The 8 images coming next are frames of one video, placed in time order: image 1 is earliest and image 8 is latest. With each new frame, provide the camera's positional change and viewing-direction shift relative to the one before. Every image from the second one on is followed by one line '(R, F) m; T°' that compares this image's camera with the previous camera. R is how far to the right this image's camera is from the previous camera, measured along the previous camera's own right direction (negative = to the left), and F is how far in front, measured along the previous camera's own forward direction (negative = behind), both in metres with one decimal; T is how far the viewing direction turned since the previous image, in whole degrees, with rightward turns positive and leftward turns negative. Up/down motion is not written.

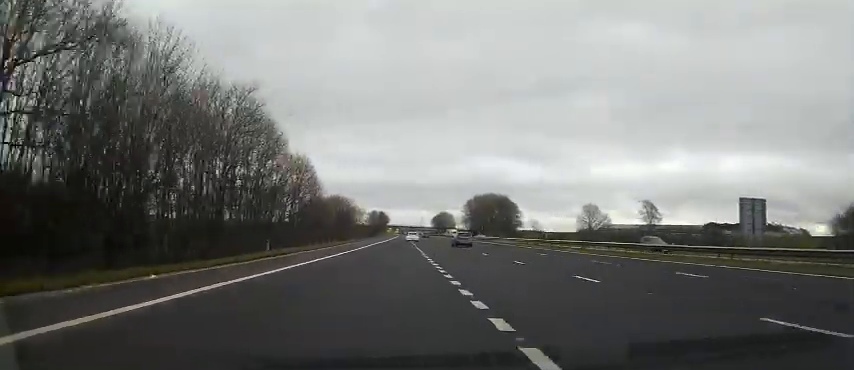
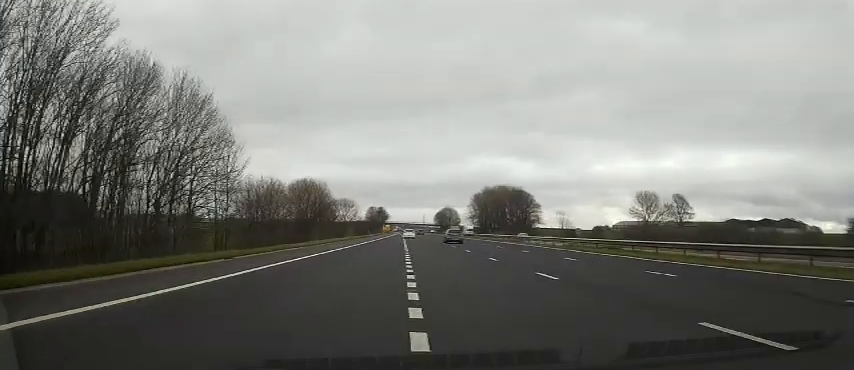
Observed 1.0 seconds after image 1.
(+0.3, +27.3) m; +1°
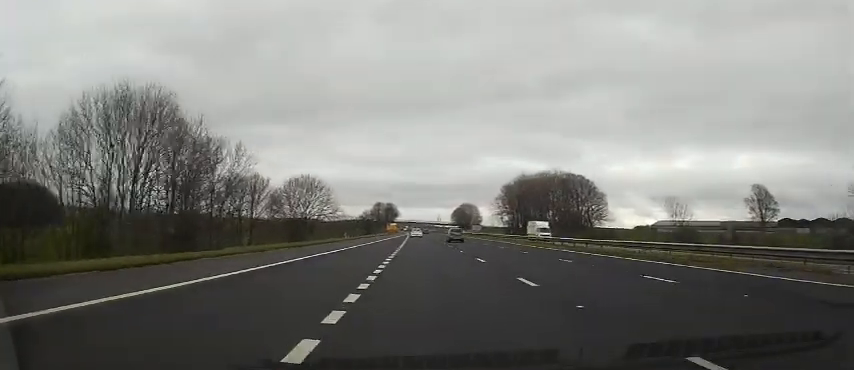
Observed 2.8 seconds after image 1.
(0.0, +46.0) m; -2°
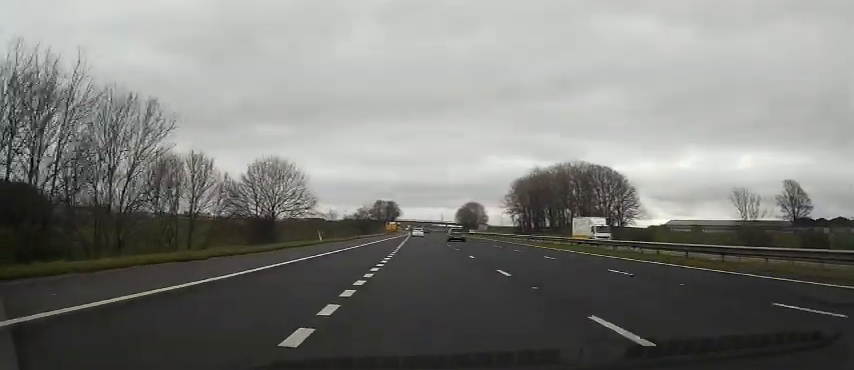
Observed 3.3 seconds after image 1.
(-0.5, +14.8) m; -1°
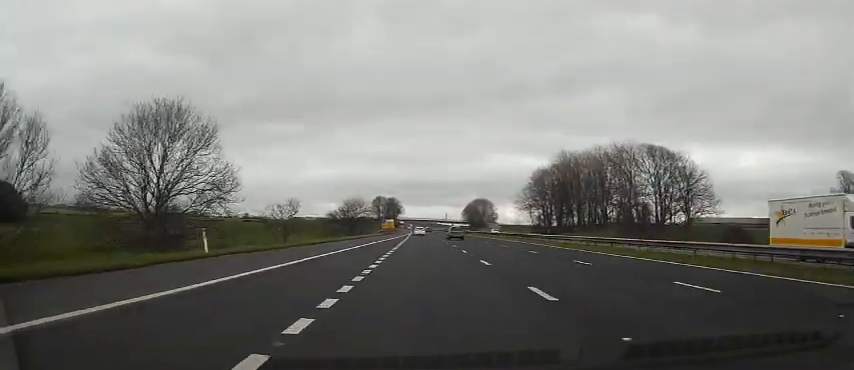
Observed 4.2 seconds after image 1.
(-0.3, +23.9) m; 0°
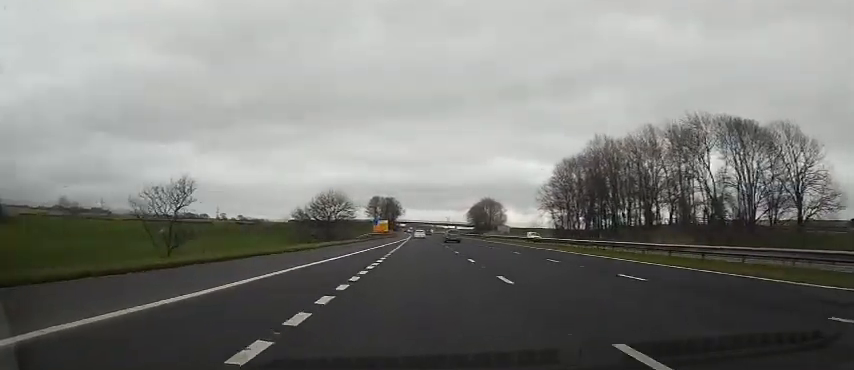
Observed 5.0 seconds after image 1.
(+0.2, +23.8) m; 0°
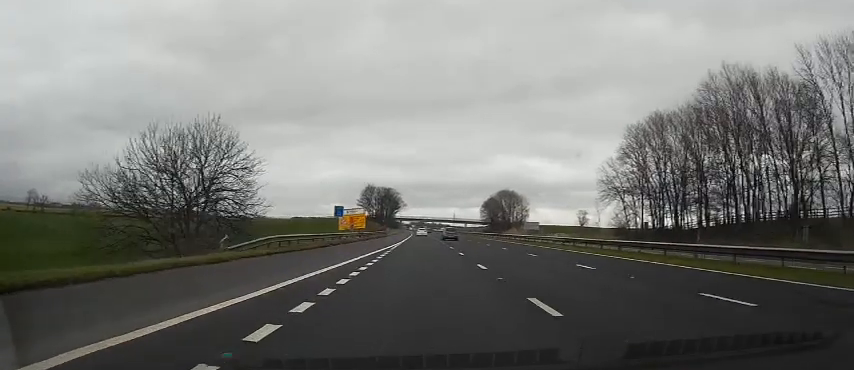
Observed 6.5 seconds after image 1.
(-0.5, +41.3) m; -2°
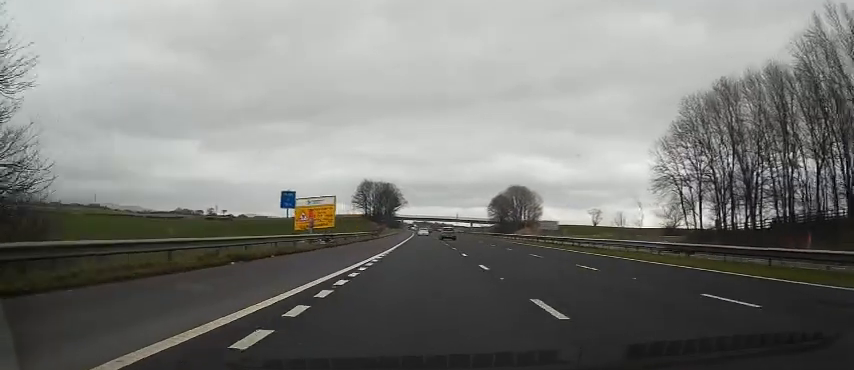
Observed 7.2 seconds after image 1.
(-0.1, +18.4) m; 0°
